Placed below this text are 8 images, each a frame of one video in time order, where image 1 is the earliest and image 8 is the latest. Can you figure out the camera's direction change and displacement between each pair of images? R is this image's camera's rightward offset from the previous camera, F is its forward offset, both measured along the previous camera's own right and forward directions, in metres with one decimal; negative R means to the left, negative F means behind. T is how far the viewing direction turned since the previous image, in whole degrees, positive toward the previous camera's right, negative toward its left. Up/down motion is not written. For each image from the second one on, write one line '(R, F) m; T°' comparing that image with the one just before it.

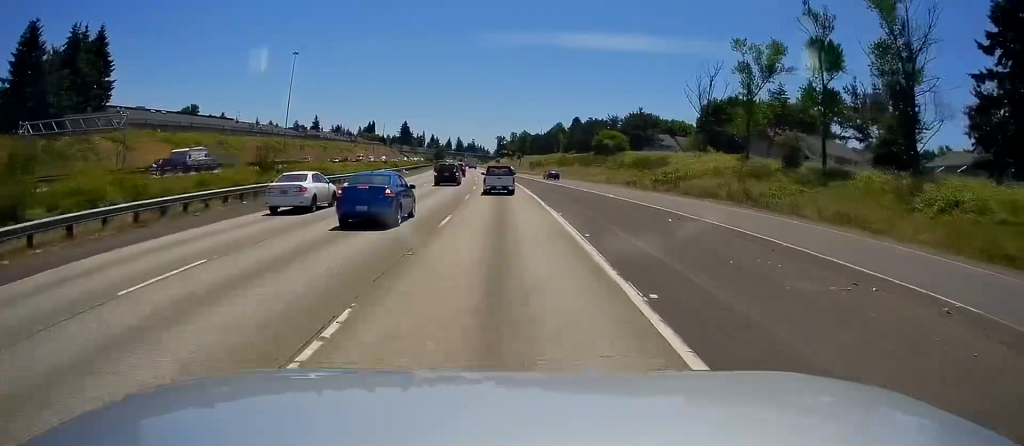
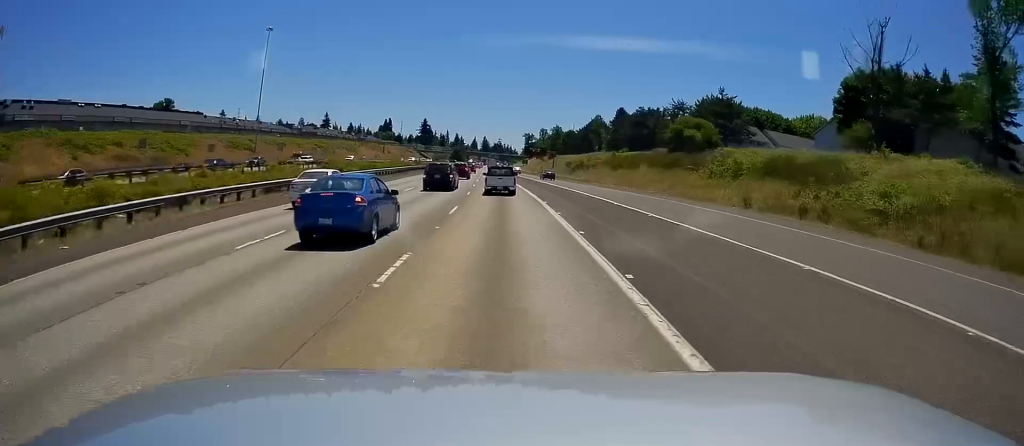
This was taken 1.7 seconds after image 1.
(-2.4, +43.3) m; -5°
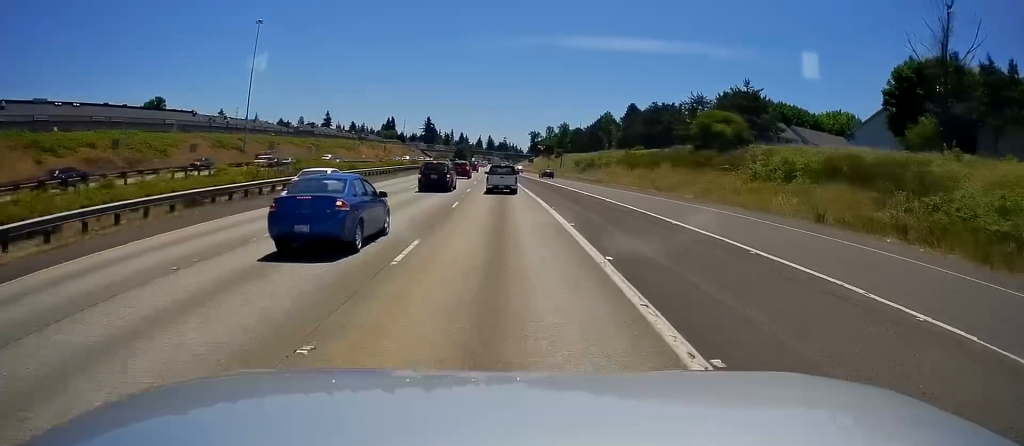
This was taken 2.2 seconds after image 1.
(-0.1, +10.1) m; 0°
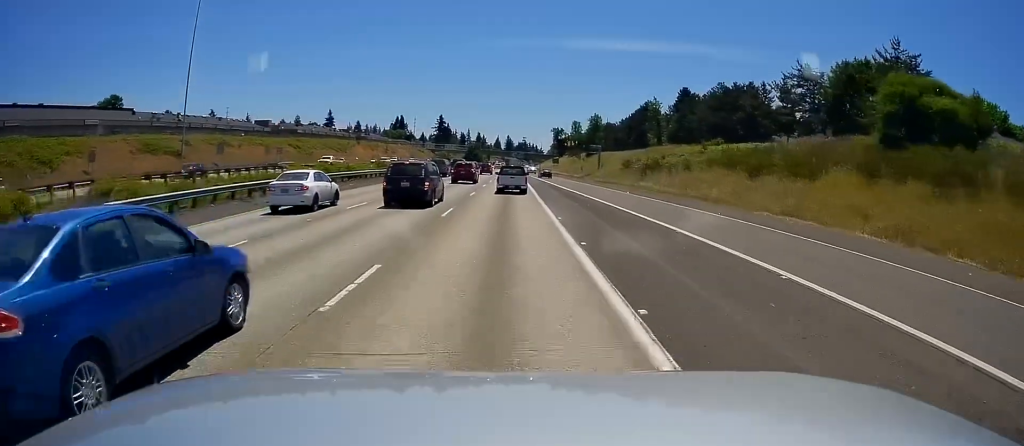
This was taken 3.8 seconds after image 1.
(+0.2, +39.4) m; 0°
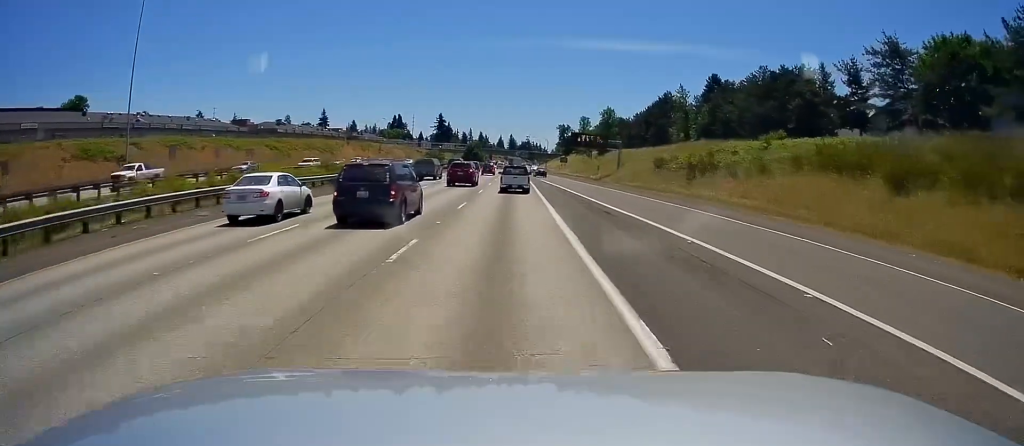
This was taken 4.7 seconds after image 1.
(-0.1, +20.3) m; 0°
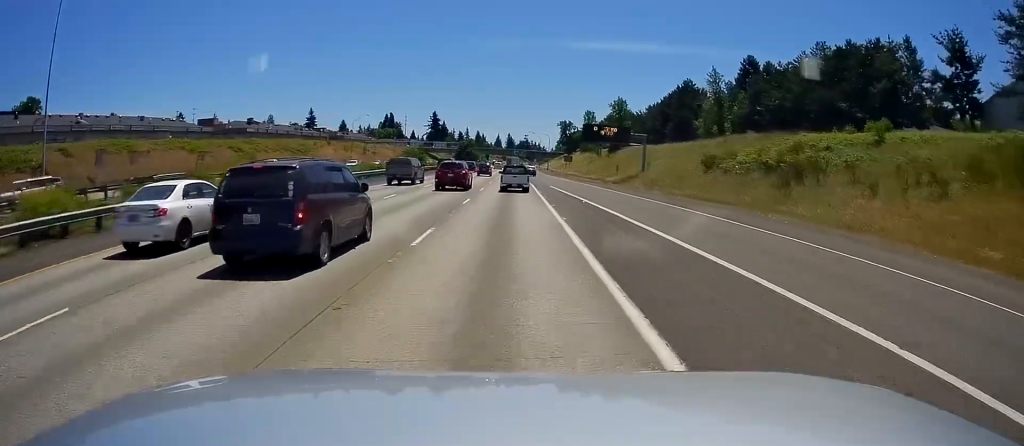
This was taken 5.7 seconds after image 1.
(+0.1, +21.5) m; 0°
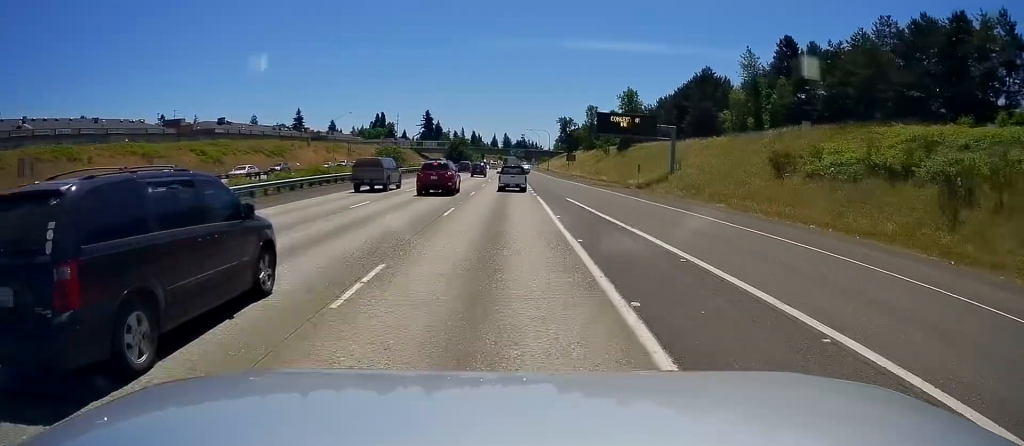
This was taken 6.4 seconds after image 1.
(+0.4, +17.1) m; -2°
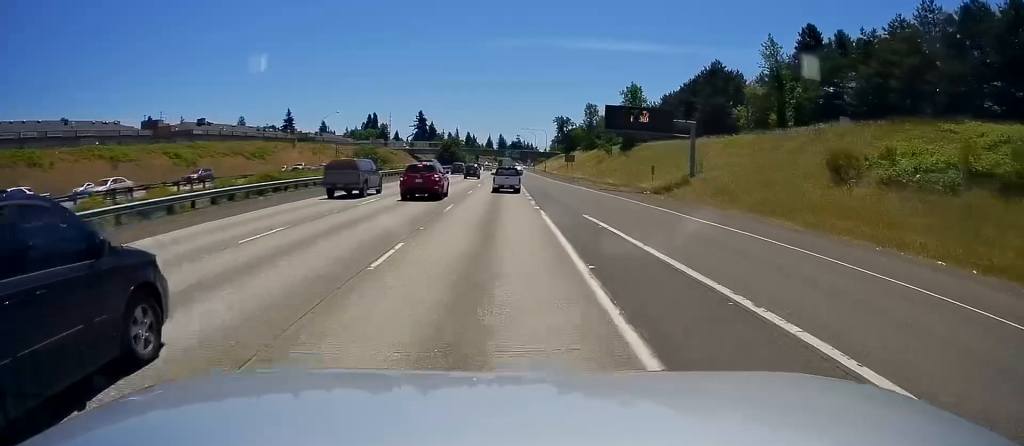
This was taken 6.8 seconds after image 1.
(-0.6, +9.2) m; +2°
